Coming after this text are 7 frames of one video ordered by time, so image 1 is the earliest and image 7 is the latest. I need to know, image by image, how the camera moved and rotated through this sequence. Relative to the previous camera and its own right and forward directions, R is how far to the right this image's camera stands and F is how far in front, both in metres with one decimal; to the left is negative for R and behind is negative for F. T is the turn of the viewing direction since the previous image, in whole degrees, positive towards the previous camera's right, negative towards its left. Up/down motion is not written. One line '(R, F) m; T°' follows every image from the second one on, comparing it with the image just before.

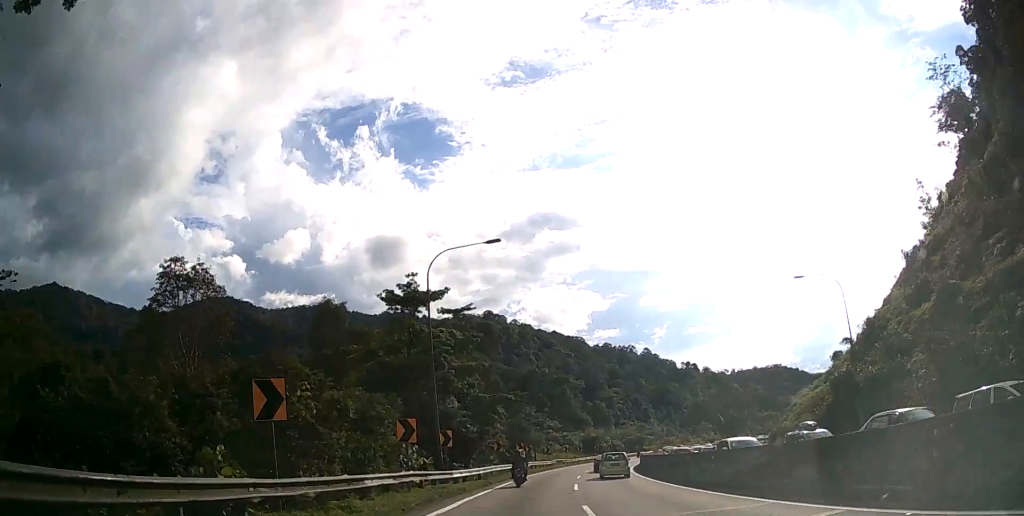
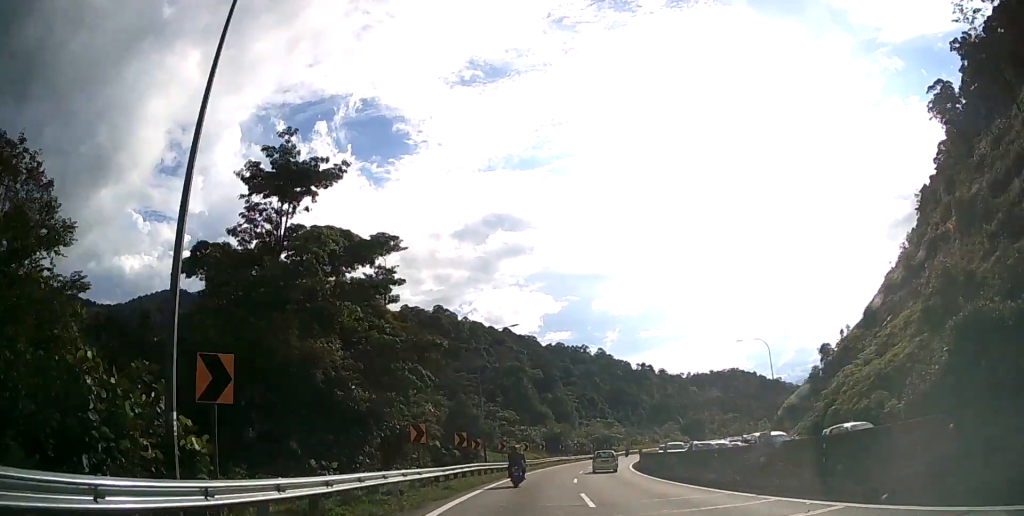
(+0.7, +20.6) m; +4°
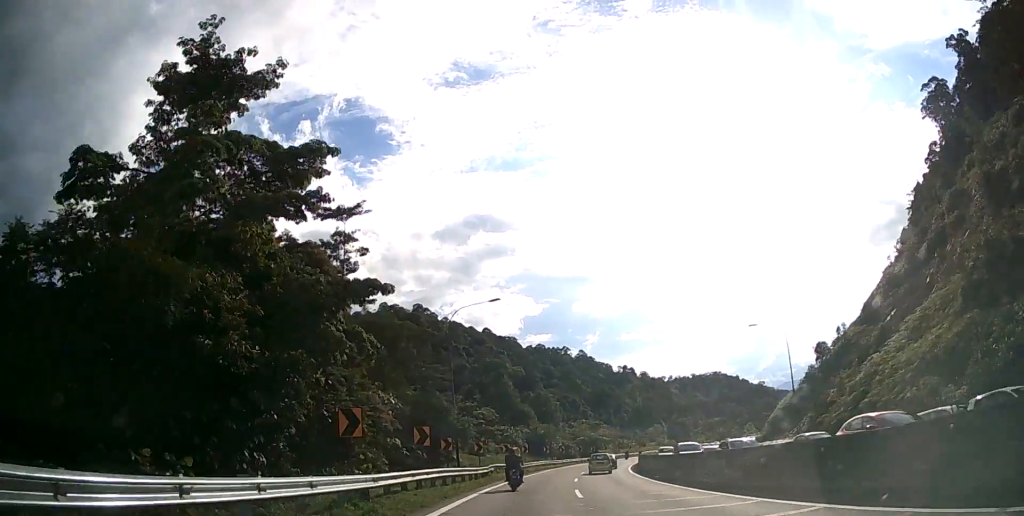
(0.0, +8.1) m; +2°
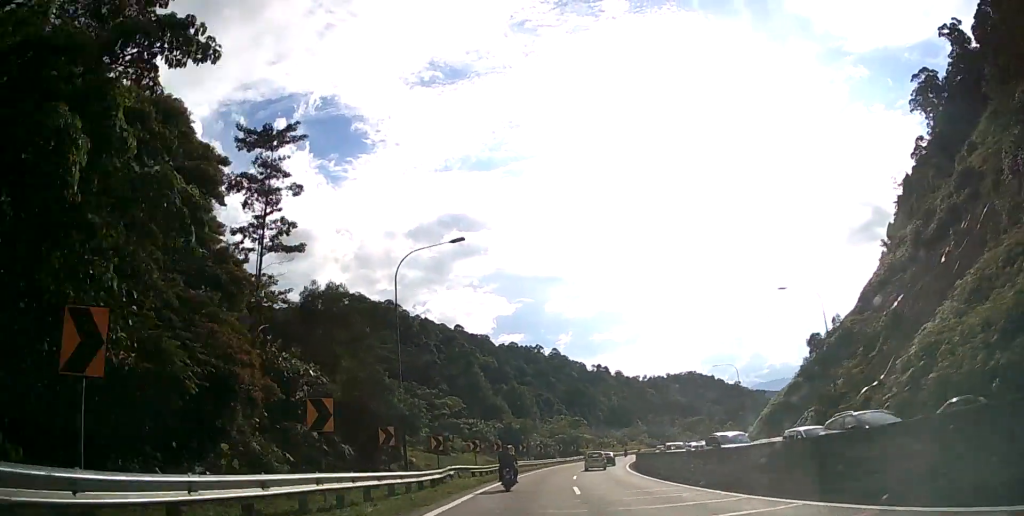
(+0.4, +11.1) m; +3°
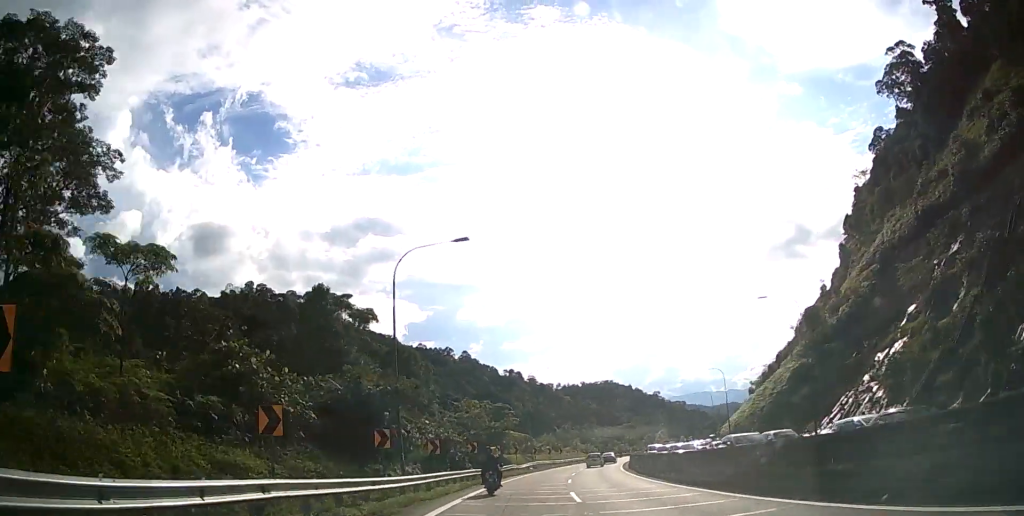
(+3.3, +39.6) m; +10°
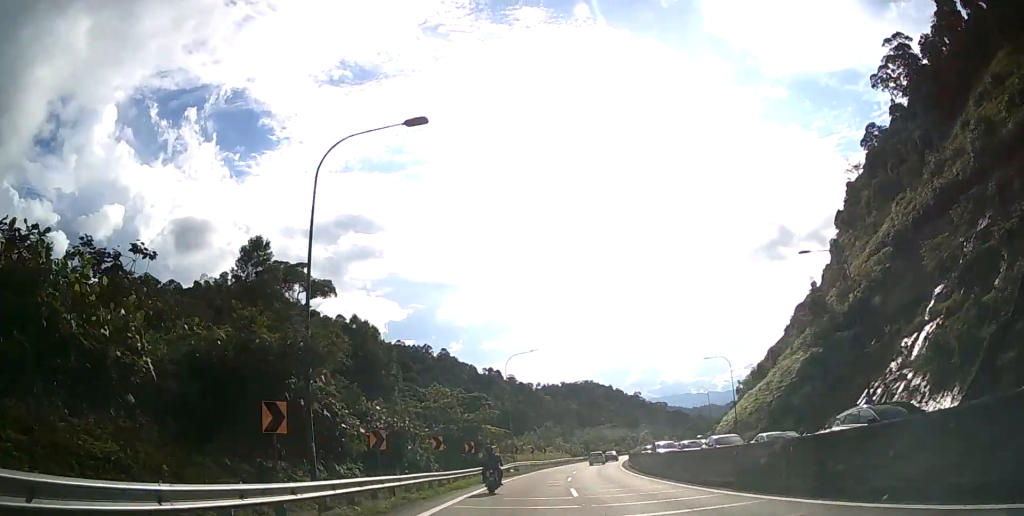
(+0.3, +10.5) m; +2°
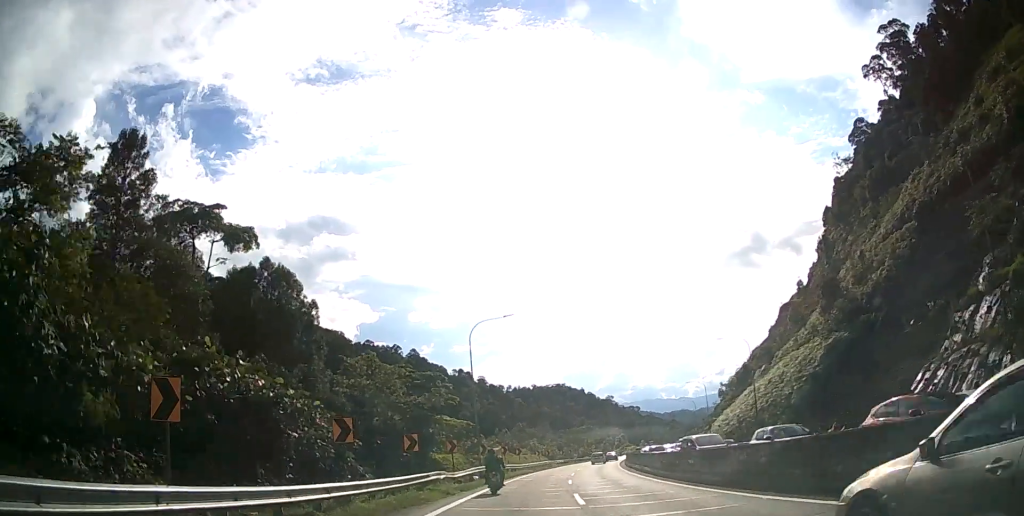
(+0.4, +15.2) m; +3°
